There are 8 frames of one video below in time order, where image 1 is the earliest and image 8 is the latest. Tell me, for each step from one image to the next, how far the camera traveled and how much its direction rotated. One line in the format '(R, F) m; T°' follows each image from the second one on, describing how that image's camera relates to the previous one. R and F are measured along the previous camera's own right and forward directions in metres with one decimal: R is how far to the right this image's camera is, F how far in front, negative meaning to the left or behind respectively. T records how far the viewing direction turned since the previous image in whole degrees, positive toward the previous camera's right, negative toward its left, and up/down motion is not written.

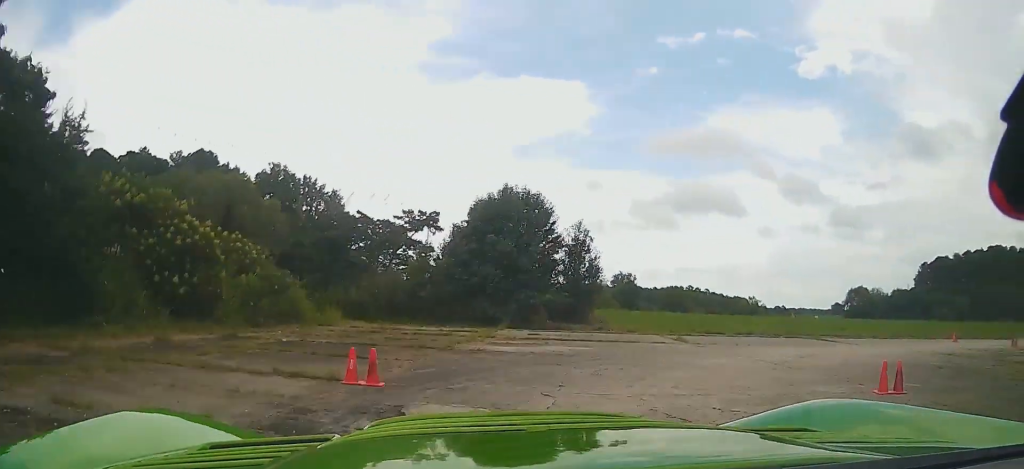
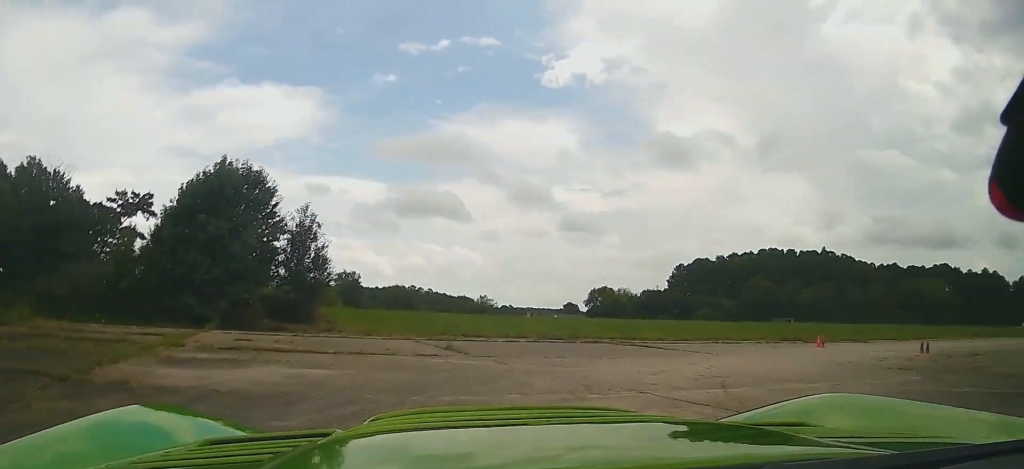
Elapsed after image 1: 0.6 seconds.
(+1.1, +8.5) m; +26°
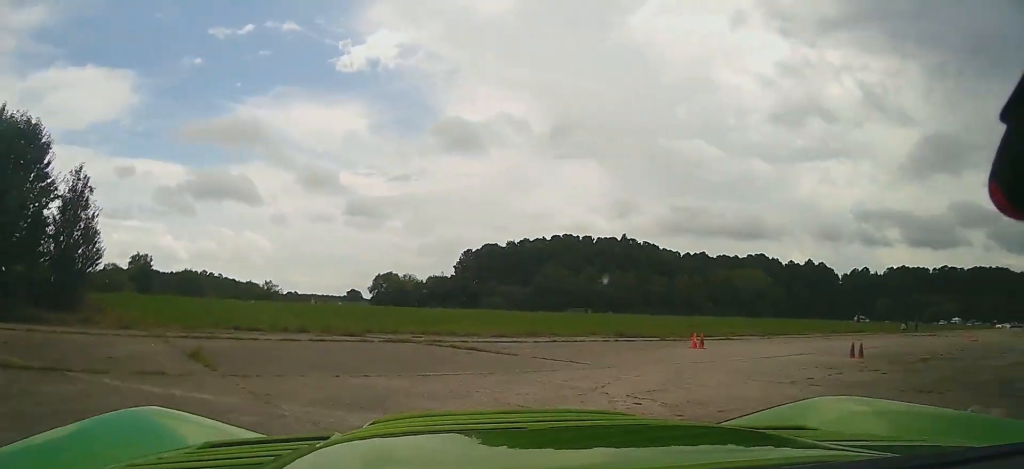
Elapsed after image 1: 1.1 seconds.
(+1.9, +5.7) m; +19°
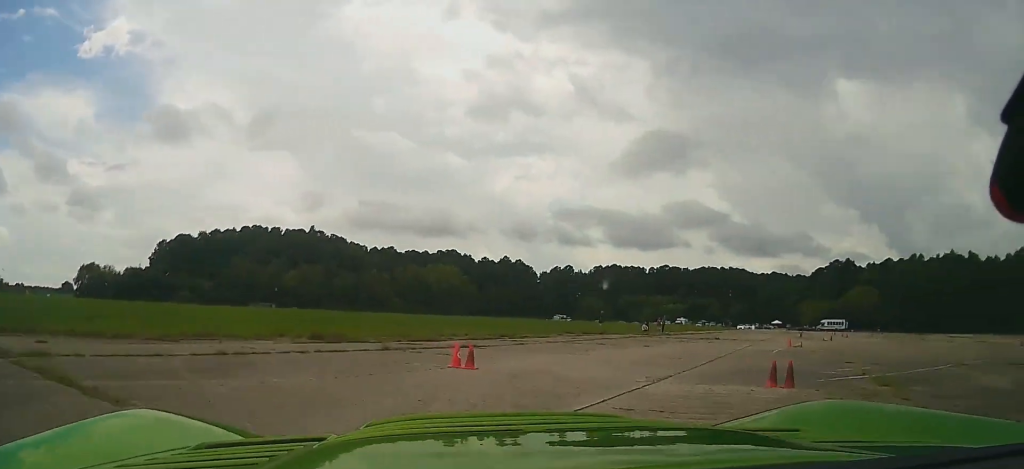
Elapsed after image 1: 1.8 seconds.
(+1.5, +8.8) m; +27°
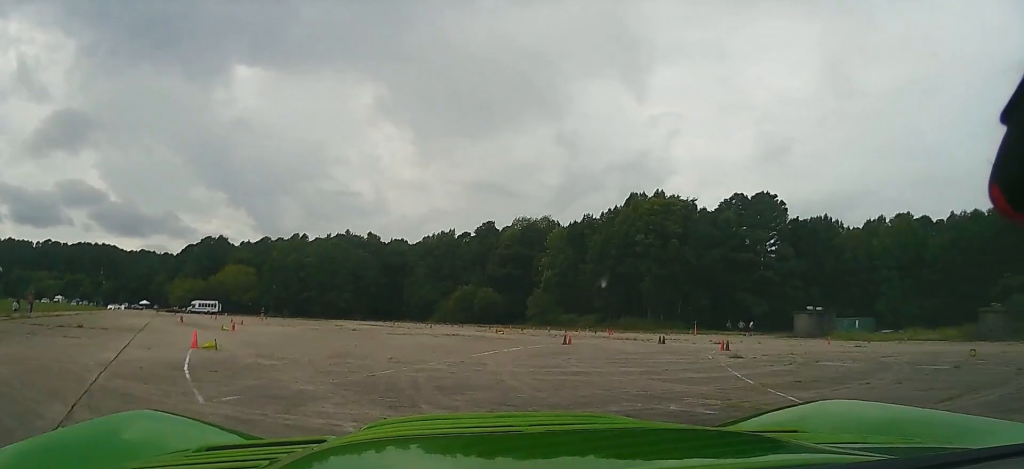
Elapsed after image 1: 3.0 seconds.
(+7.3, +14.7) m; +45°
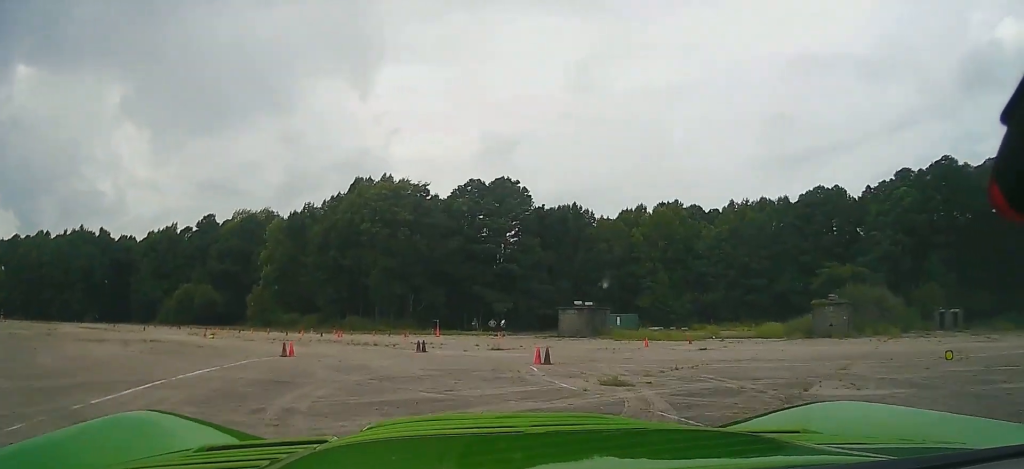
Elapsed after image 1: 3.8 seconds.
(+2.5, +11.8) m; +18°
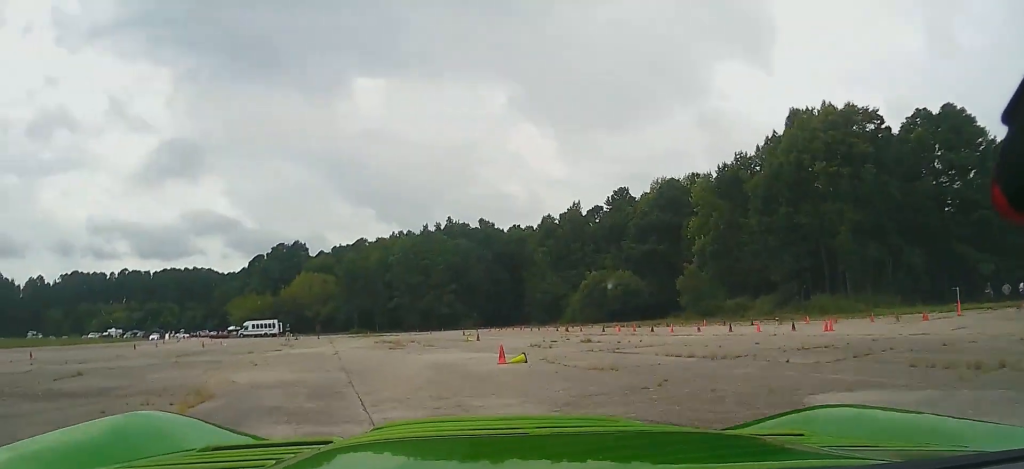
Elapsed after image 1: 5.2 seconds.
(-1.3, +25.0) m; -16°
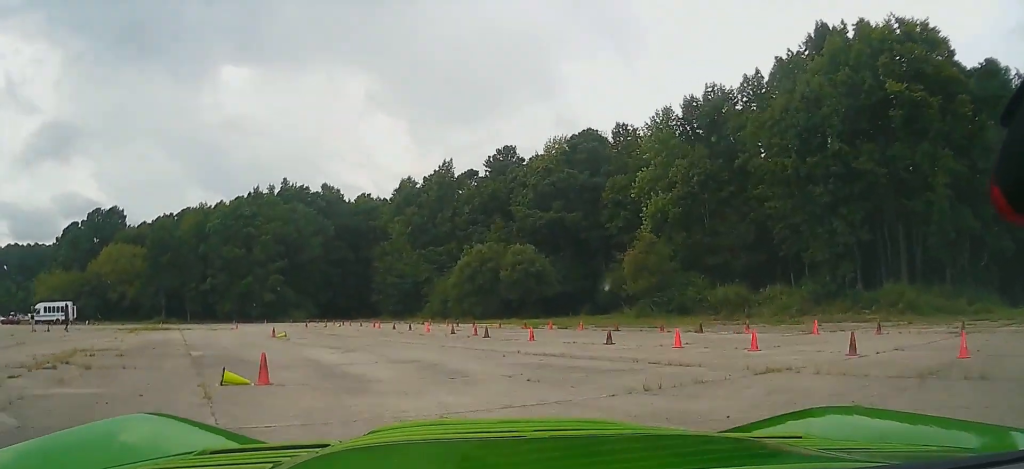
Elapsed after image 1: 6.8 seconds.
(-4.8, +29.5) m; -12°
